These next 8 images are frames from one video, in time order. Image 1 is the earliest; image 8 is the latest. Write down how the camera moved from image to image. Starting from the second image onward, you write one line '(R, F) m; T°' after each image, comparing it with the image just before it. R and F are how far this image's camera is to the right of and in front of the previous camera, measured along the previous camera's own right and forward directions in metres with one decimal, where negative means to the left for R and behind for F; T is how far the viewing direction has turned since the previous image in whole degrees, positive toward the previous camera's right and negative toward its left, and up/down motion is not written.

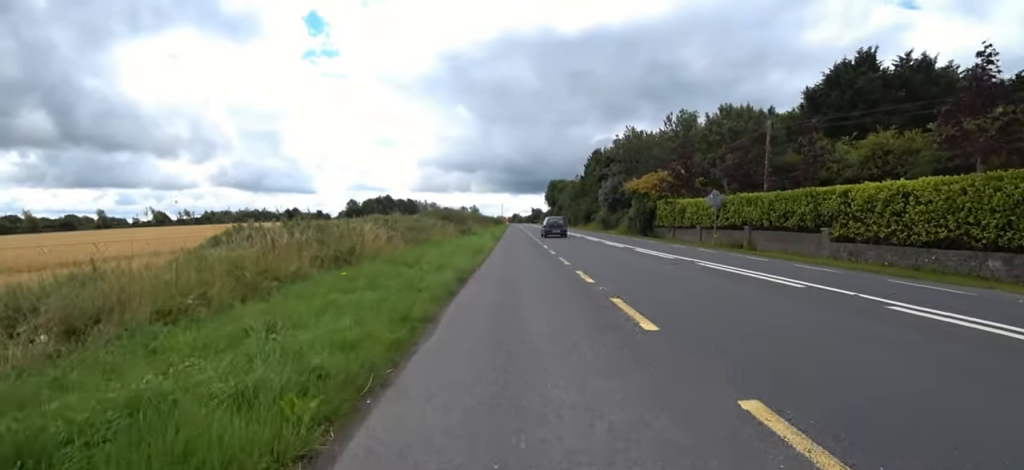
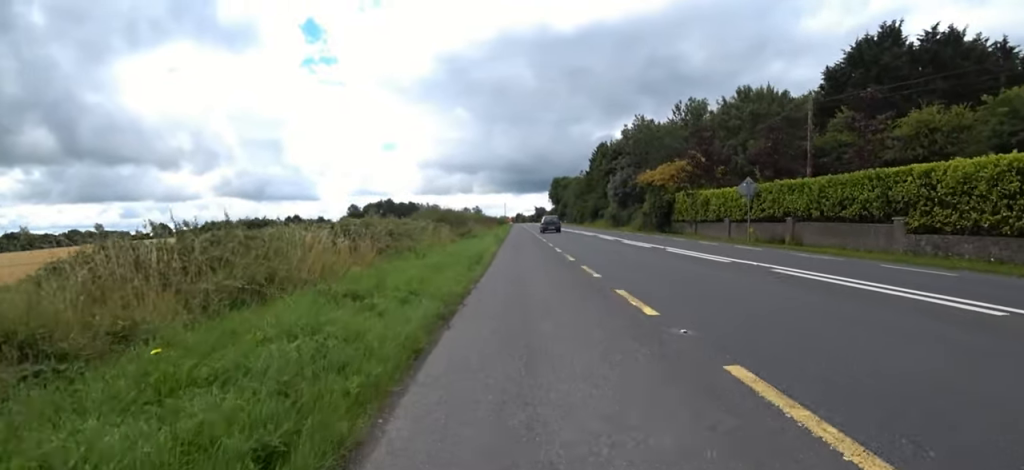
(0.0, +3.4) m; 0°
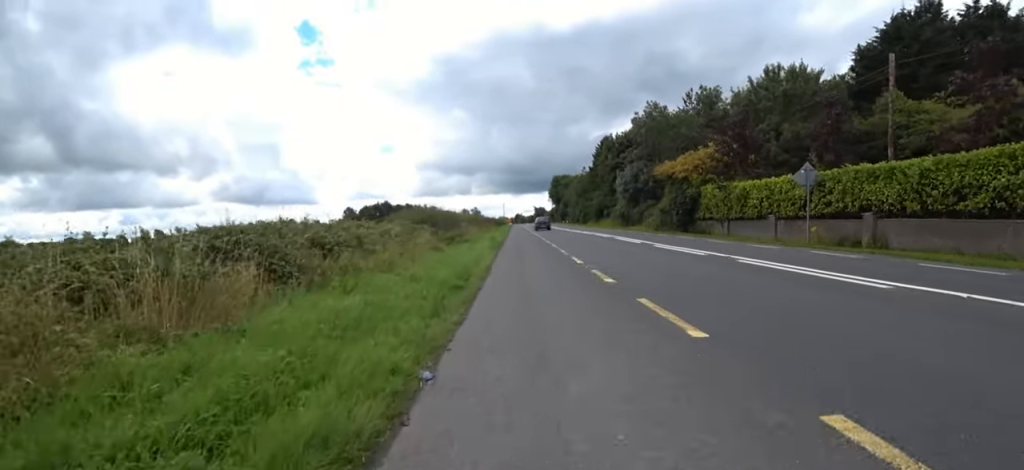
(0.0, +4.9) m; 0°
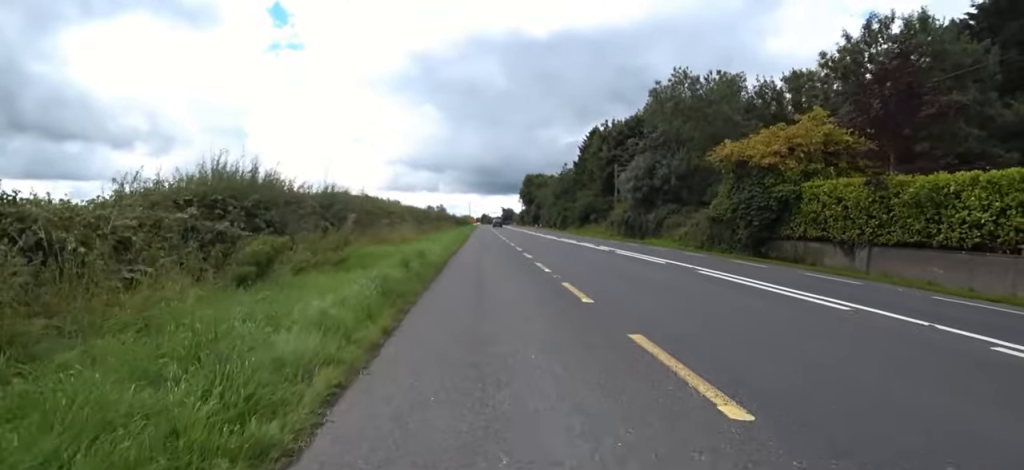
(0.0, +13.5) m; 0°
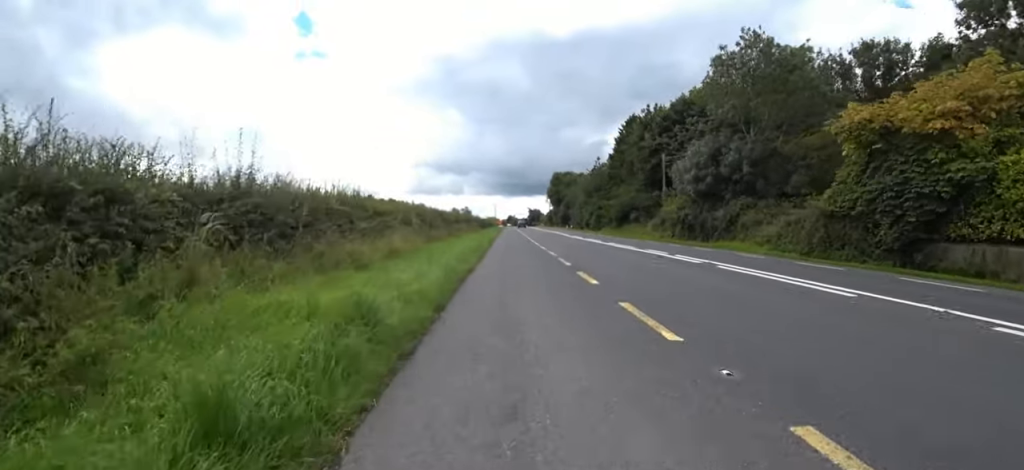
(0.0, +6.1) m; 0°
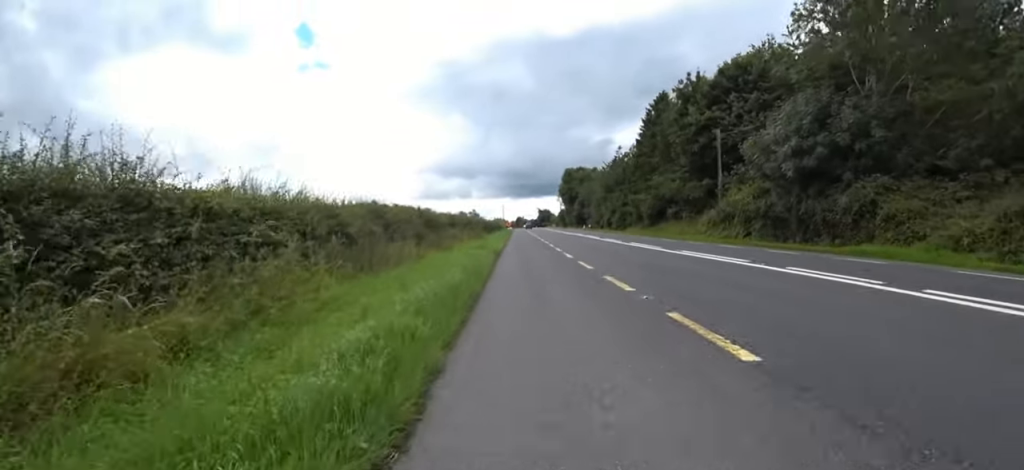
(0.0, +8.8) m; 0°
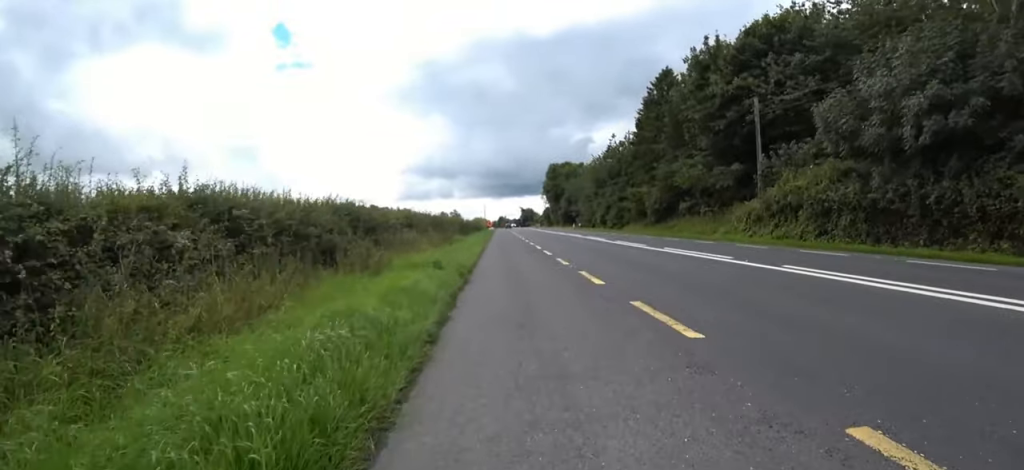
(0.0, +7.2) m; 0°
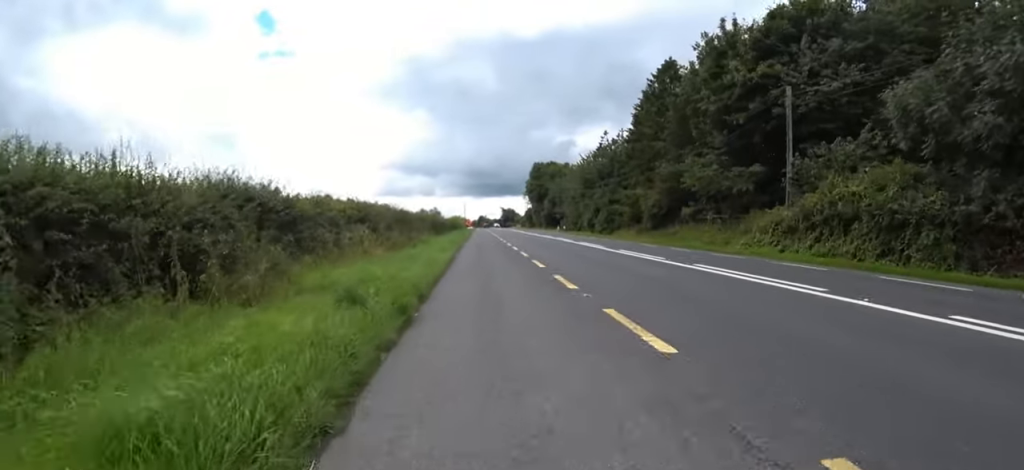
(0.0, +4.1) m; 0°
